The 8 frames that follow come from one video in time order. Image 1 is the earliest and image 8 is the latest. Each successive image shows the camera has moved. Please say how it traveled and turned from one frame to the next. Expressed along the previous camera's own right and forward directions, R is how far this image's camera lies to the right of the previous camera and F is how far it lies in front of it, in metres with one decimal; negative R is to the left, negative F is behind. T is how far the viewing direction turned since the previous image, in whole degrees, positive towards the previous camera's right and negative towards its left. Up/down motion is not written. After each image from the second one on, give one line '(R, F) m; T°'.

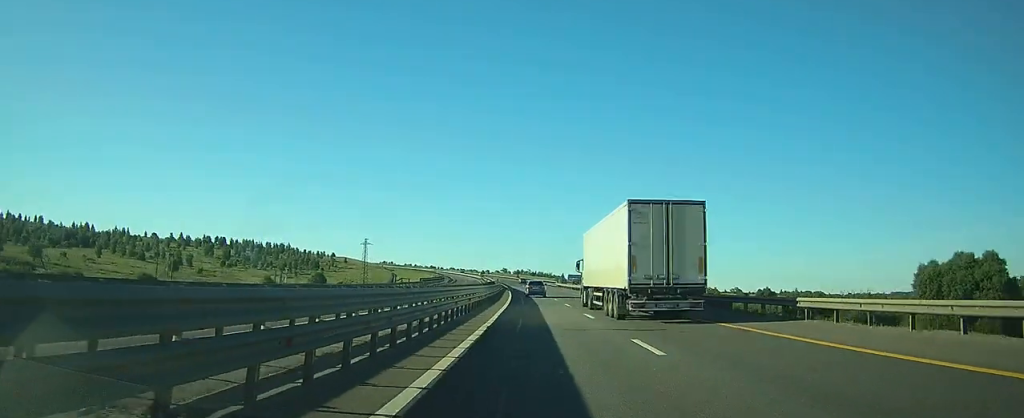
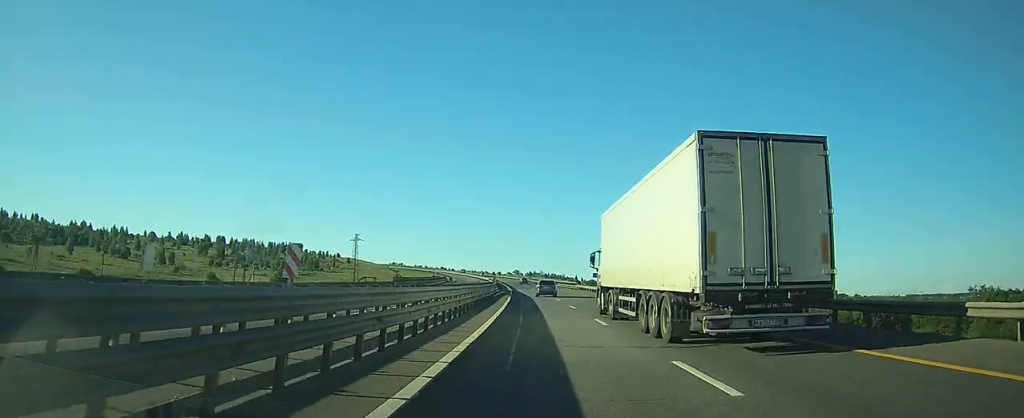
(-0.3, +27.9) m; -1°
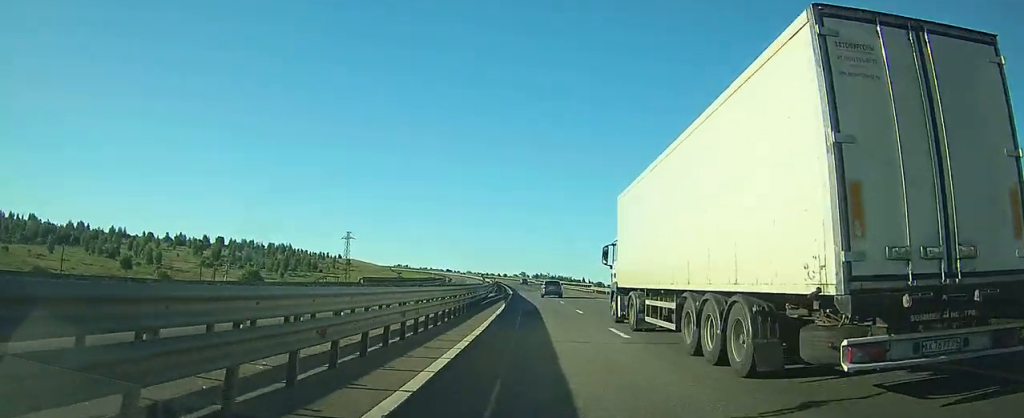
(-0.1, +16.2) m; -1°
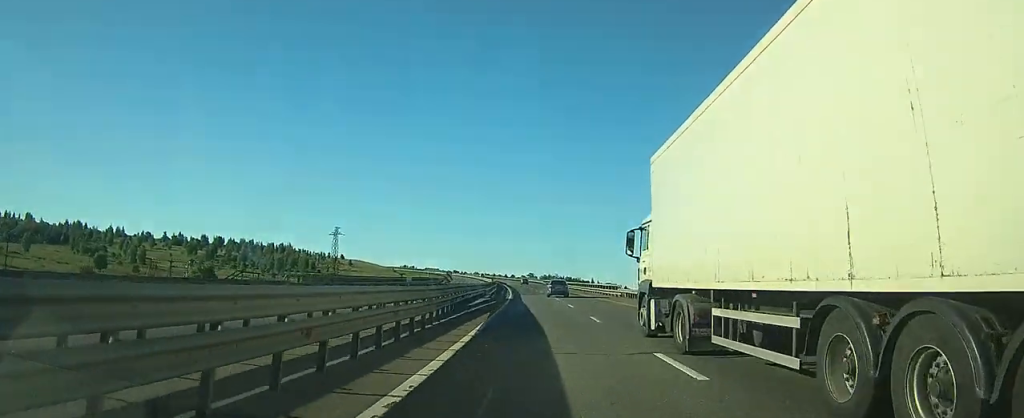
(+0.1, +18.5) m; -1°
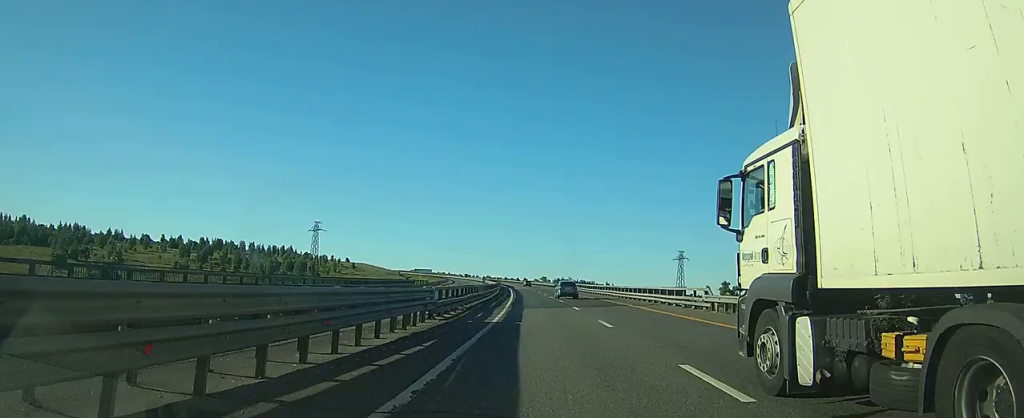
(-0.4, +25.2) m; -1°
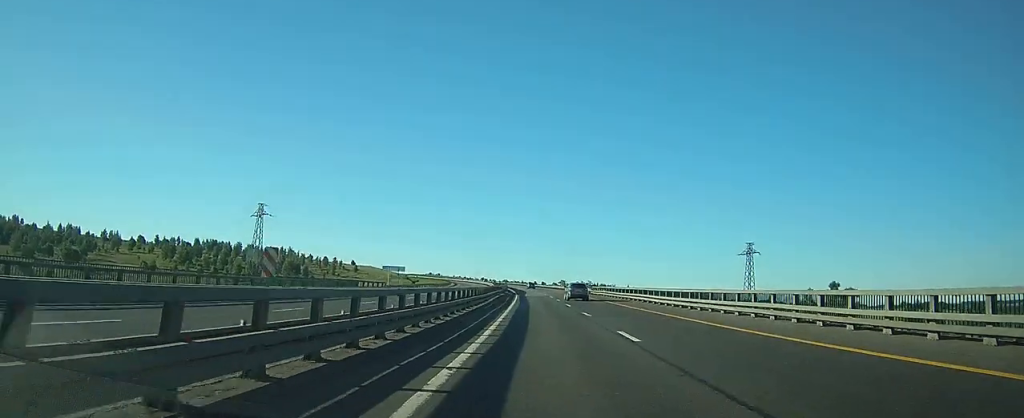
(-0.5, +40.0) m; -2°
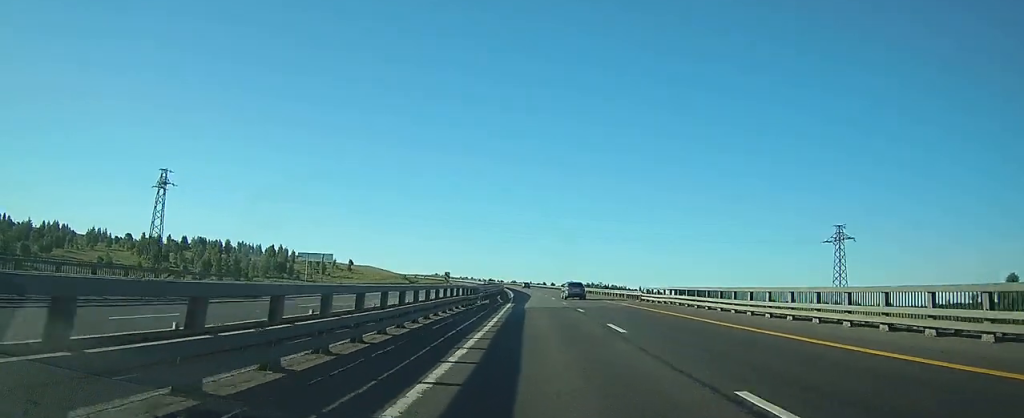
(-0.4, +33.9) m; -1°
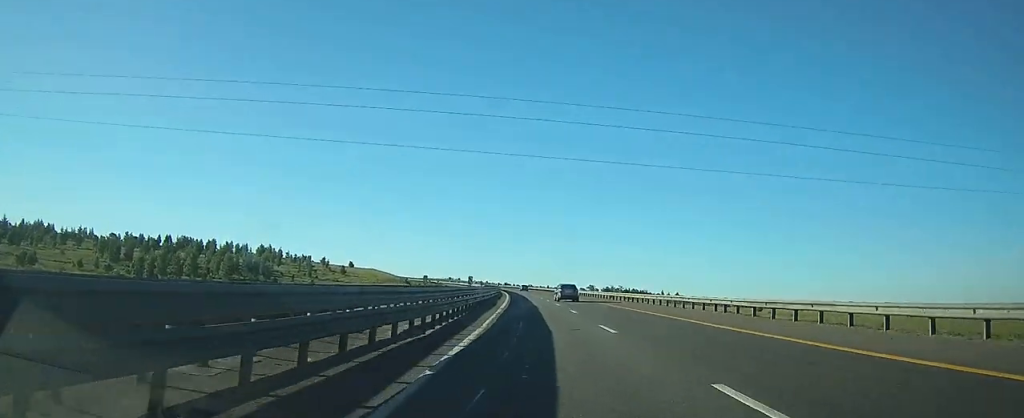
(-0.8, +46.9) m; -2°
